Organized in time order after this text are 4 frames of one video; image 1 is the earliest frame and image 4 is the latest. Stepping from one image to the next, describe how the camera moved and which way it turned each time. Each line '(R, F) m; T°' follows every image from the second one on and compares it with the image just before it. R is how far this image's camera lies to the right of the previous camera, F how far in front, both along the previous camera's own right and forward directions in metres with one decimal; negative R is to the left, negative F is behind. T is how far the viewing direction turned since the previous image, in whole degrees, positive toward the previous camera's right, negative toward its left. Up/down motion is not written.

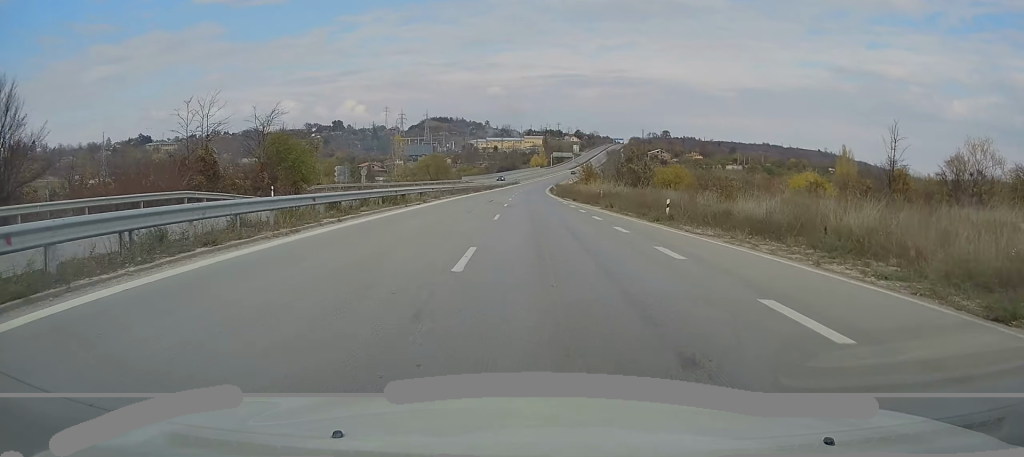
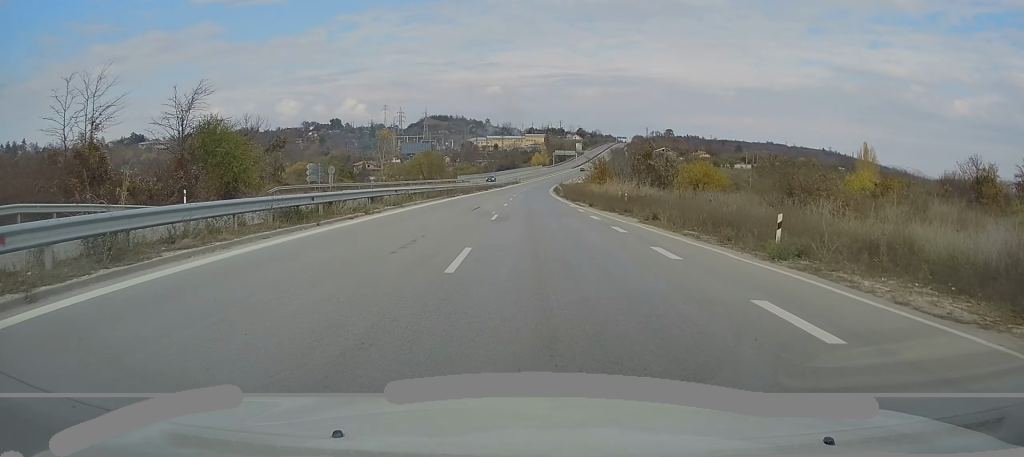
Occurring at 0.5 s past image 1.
(+0.1, +12.1) m; +1°
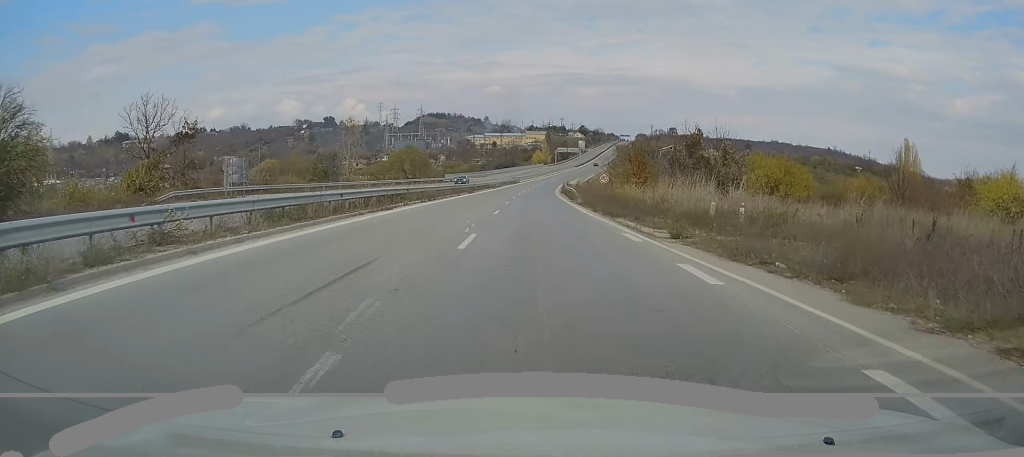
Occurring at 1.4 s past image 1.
(+0.1, +21.1) m; 0°
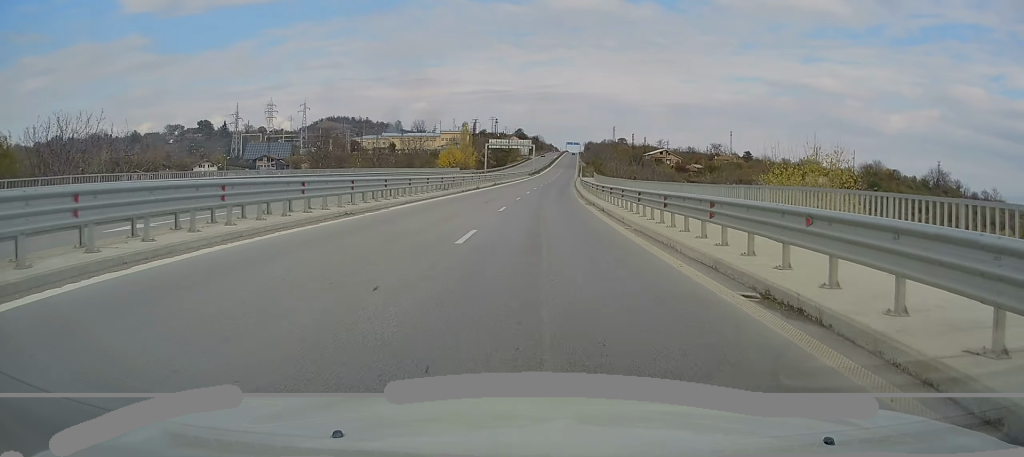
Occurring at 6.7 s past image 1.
(+3.2, +129.6) m; +5°
